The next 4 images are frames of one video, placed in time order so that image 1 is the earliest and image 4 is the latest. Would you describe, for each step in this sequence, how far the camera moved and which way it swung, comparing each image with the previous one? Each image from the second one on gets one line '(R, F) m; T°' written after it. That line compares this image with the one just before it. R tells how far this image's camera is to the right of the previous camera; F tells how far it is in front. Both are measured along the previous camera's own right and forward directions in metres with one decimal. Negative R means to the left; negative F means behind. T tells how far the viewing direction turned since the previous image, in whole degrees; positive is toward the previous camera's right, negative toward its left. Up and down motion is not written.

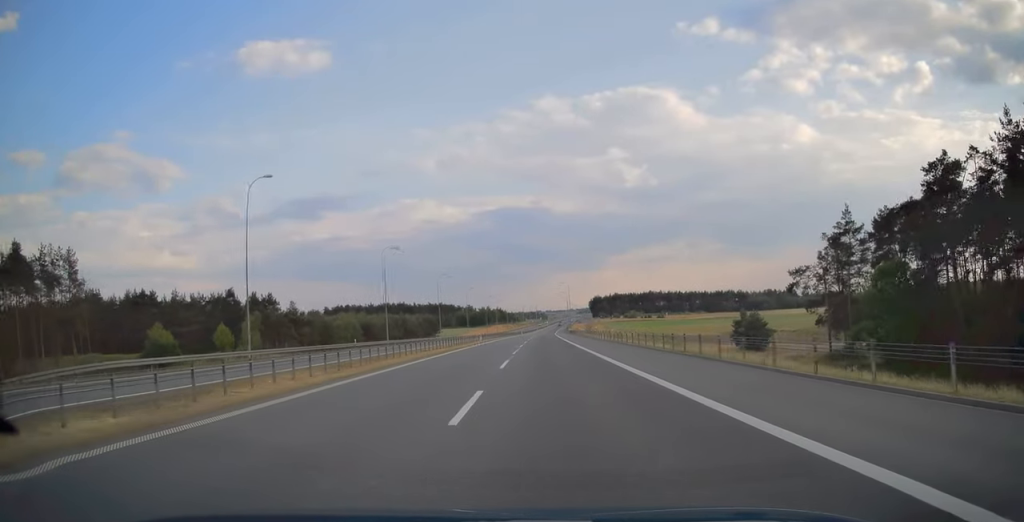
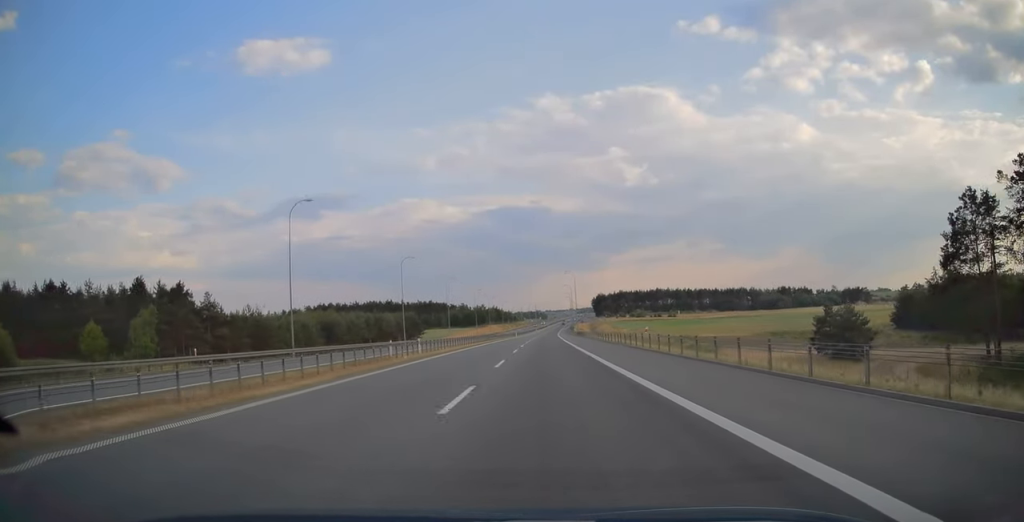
(0.0, +34.7) m; 0°
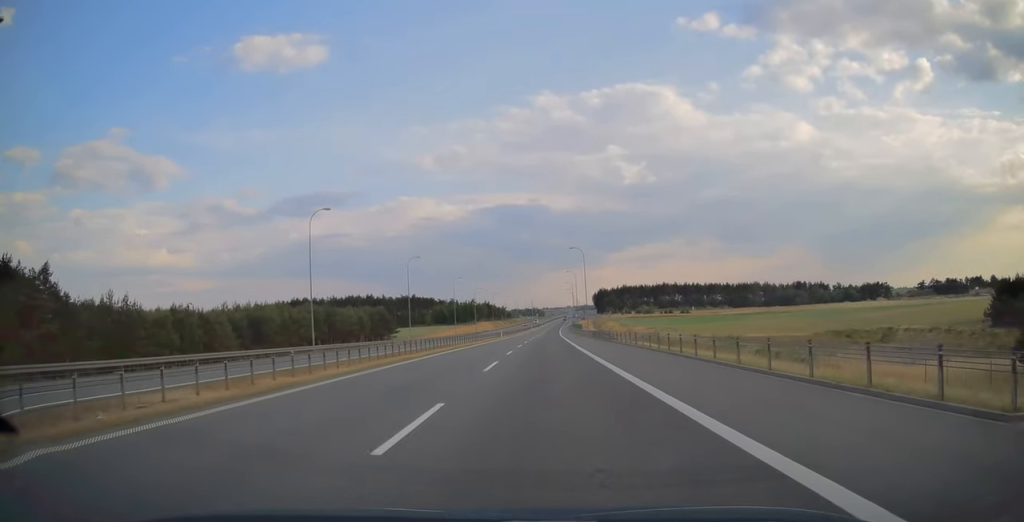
(-0.1, +39.0) m; 0°
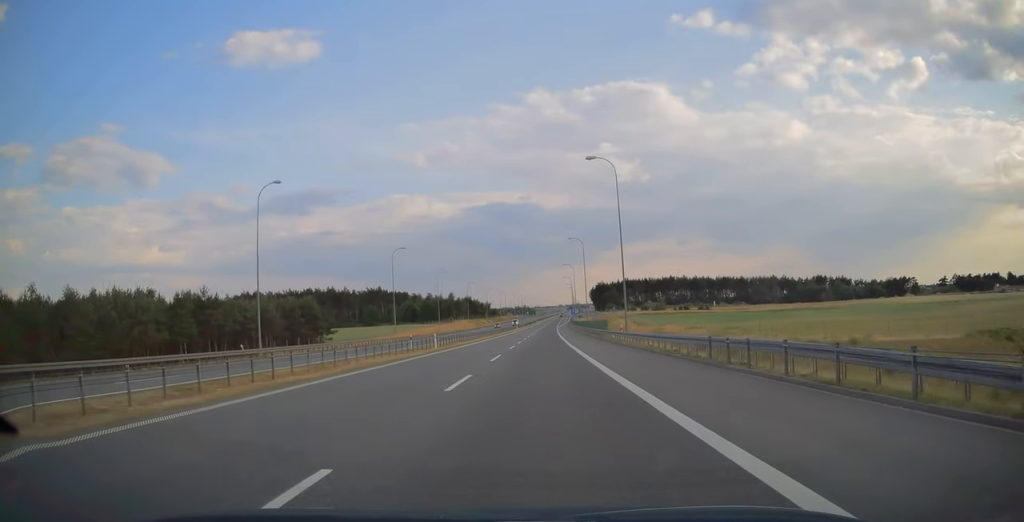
(+0.3, +53.2) m; +1°
